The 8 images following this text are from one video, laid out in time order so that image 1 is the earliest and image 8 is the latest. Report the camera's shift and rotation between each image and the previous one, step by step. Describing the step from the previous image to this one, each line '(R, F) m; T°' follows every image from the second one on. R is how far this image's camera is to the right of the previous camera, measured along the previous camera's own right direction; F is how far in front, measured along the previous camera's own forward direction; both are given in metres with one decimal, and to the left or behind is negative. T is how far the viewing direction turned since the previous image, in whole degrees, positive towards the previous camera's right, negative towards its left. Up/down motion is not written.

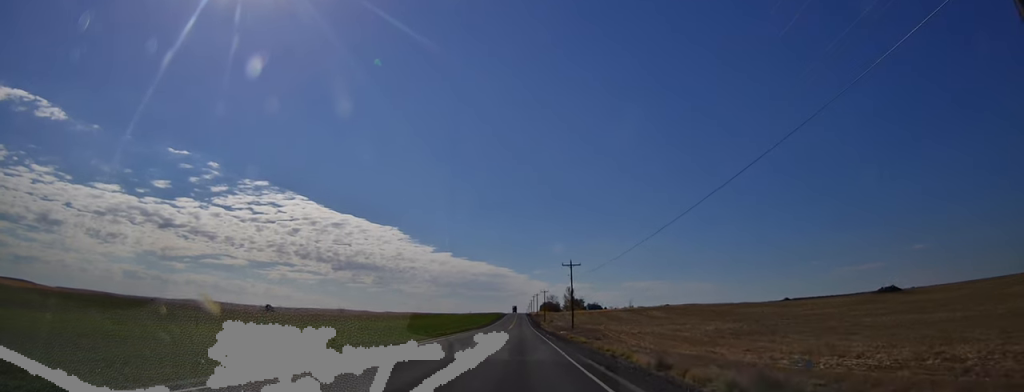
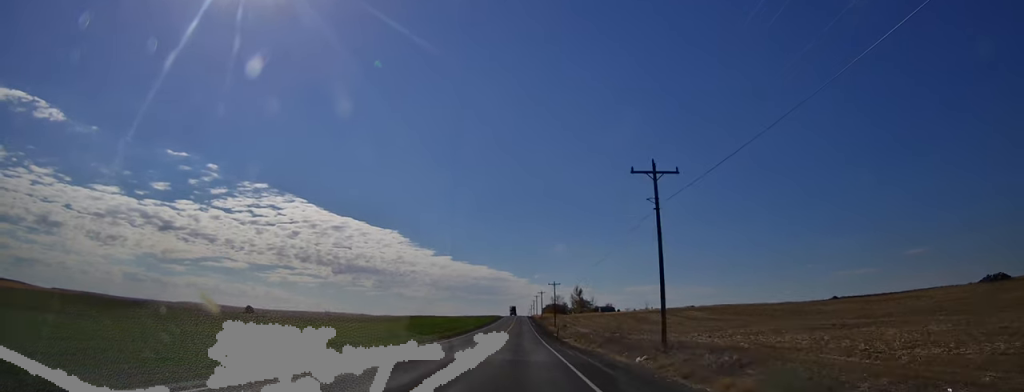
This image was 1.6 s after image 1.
(0.0, +48.3) m; 0°
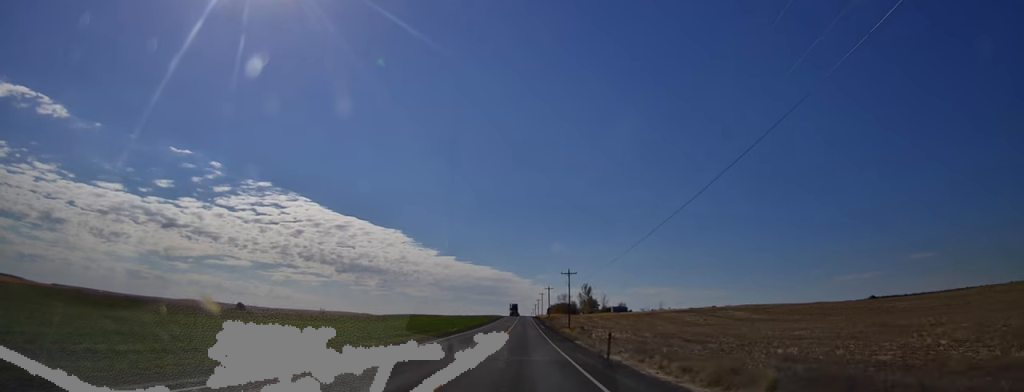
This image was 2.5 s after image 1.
(0.0, +27.0) m; +1°
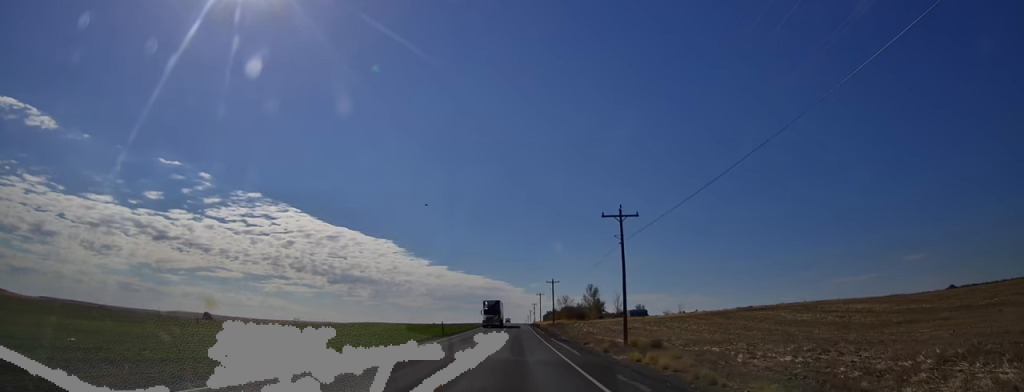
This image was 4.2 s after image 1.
(+0.6, +50.7) m; 0°
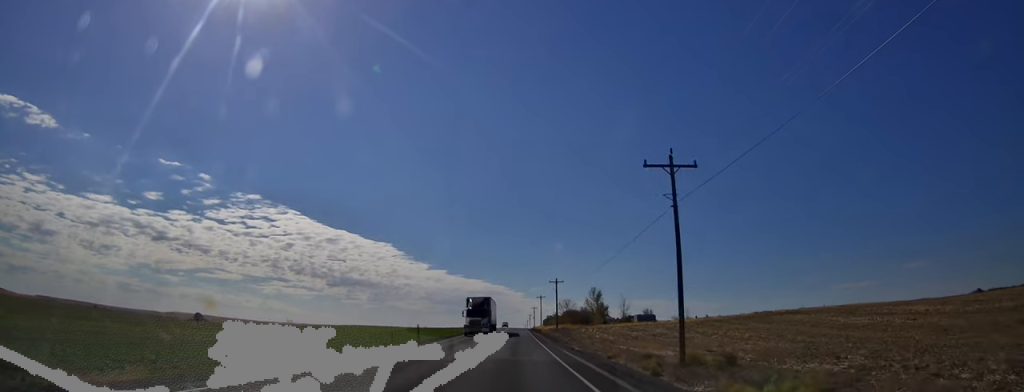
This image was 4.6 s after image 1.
(-0.2, +12.9) m; -1°
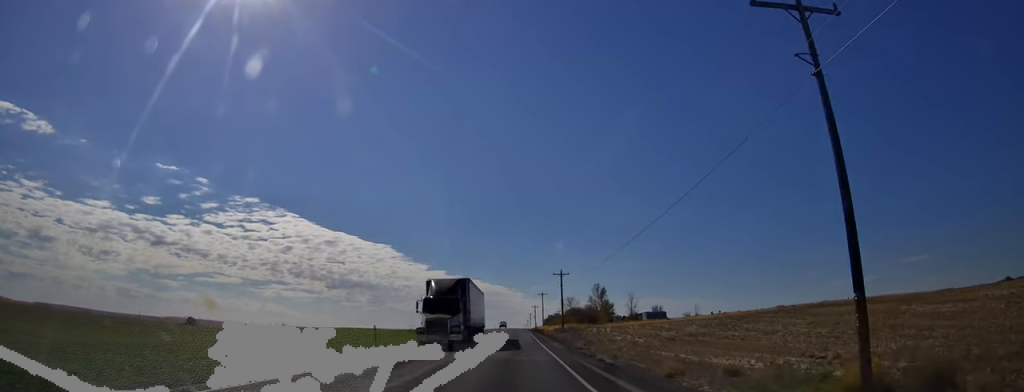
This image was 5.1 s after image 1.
(-0.1, +12.9) m; 0°
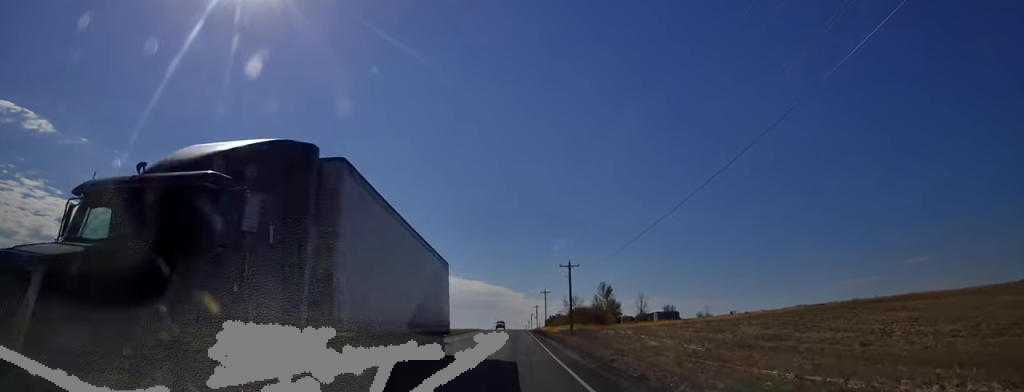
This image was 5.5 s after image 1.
(0.0, +12.9) m; 0°
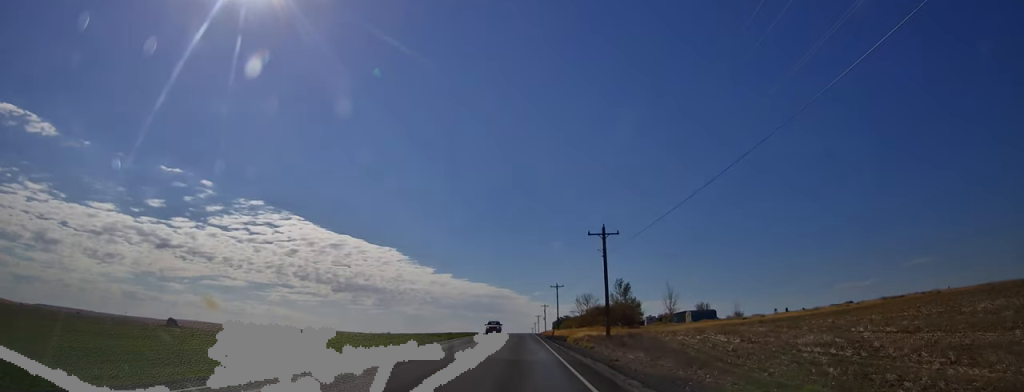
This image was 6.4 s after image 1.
(0.0, +25.7) m; 0°
